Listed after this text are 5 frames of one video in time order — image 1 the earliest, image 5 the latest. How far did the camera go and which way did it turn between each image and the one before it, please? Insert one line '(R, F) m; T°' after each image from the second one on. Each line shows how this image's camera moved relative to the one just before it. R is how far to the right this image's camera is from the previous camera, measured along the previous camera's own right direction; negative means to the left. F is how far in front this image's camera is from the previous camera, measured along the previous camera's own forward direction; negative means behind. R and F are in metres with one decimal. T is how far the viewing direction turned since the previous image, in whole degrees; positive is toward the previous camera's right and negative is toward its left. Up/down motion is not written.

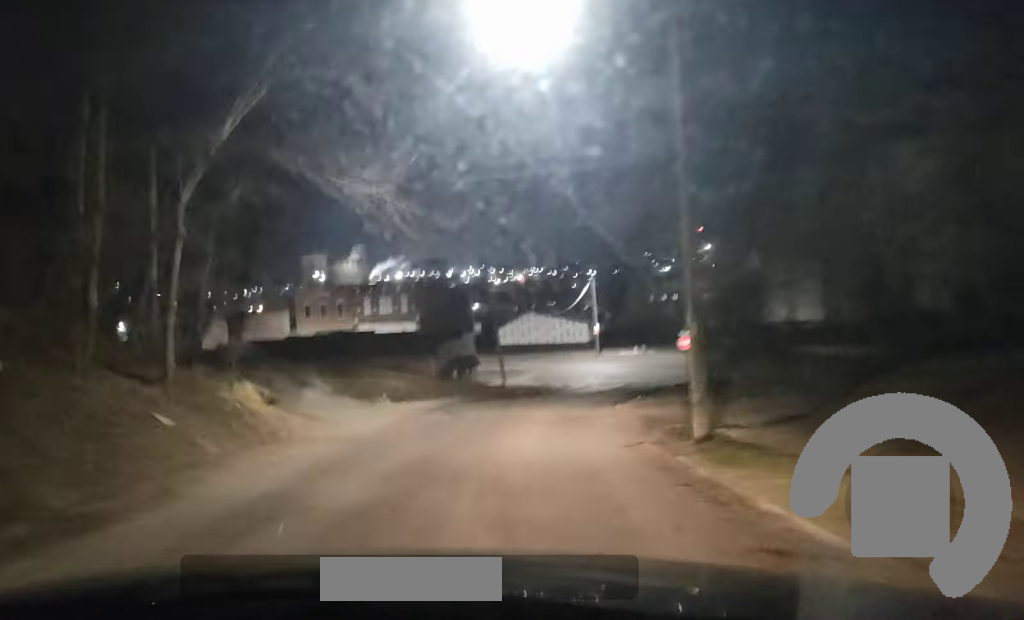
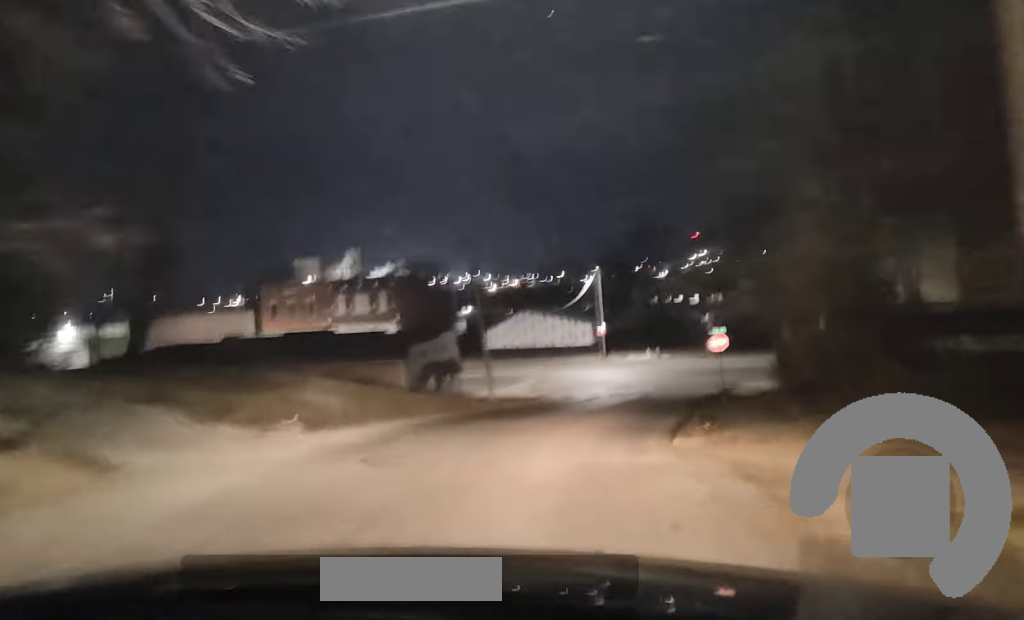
(+0.1, +11.2) m; +1°
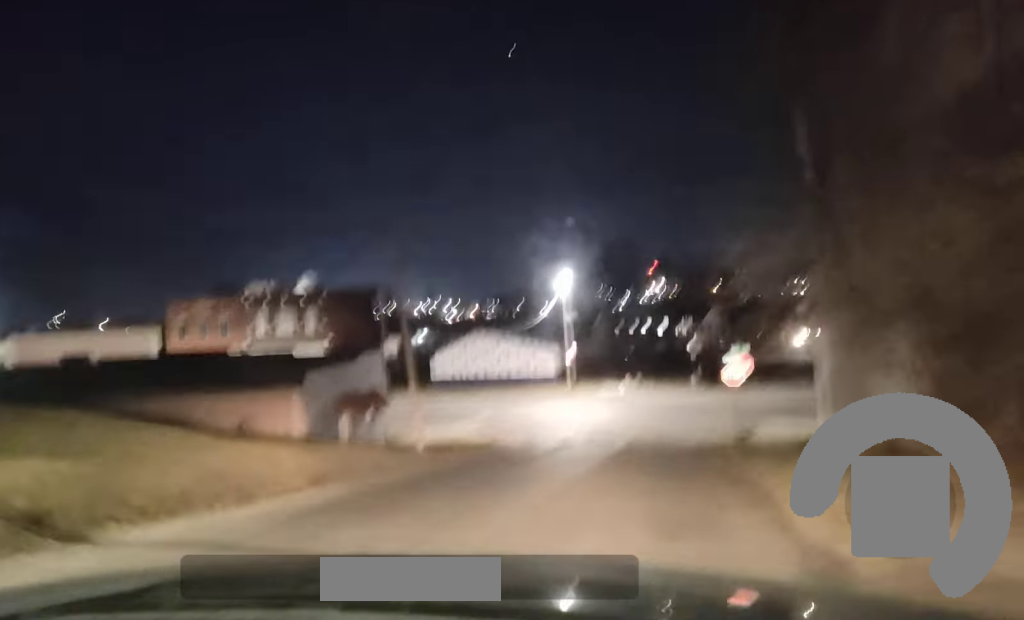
(+0.3, +12.4) m; +2°
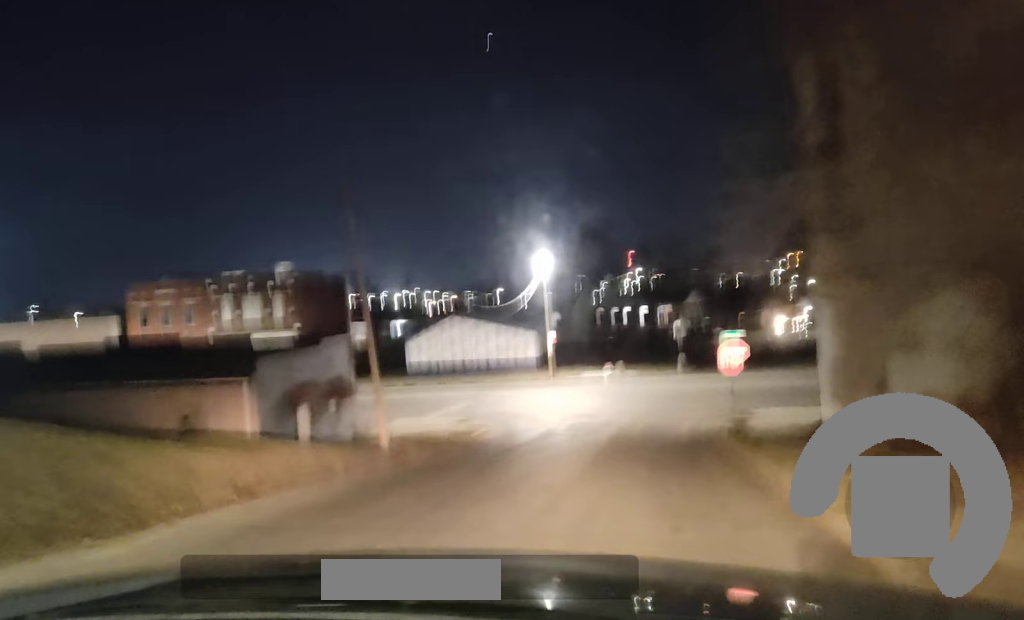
(-0.1, +2.7) m; 0°
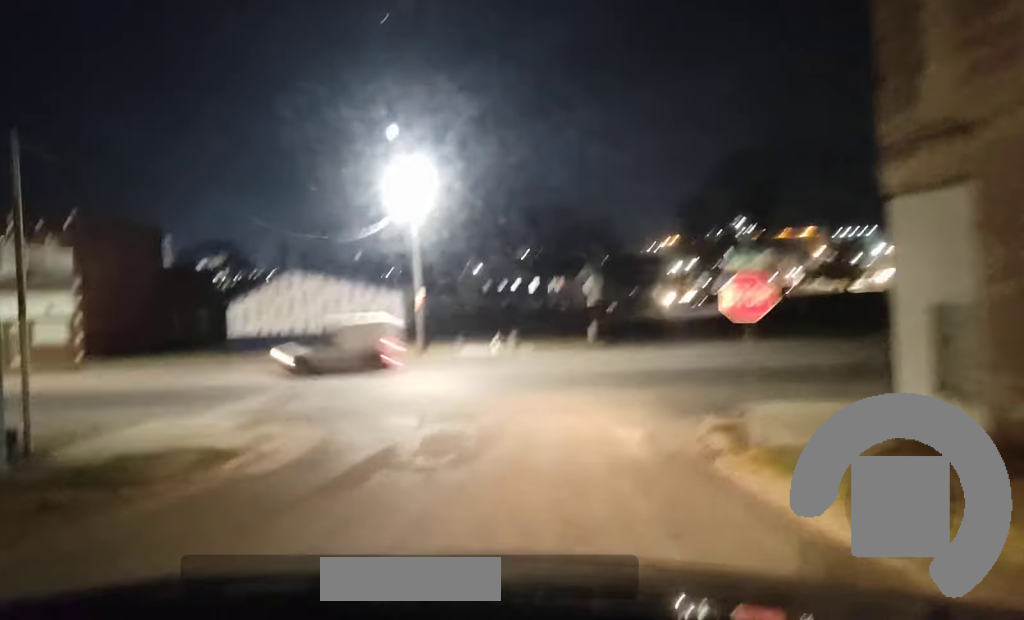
(+1.2, +15.8) m; +9°
